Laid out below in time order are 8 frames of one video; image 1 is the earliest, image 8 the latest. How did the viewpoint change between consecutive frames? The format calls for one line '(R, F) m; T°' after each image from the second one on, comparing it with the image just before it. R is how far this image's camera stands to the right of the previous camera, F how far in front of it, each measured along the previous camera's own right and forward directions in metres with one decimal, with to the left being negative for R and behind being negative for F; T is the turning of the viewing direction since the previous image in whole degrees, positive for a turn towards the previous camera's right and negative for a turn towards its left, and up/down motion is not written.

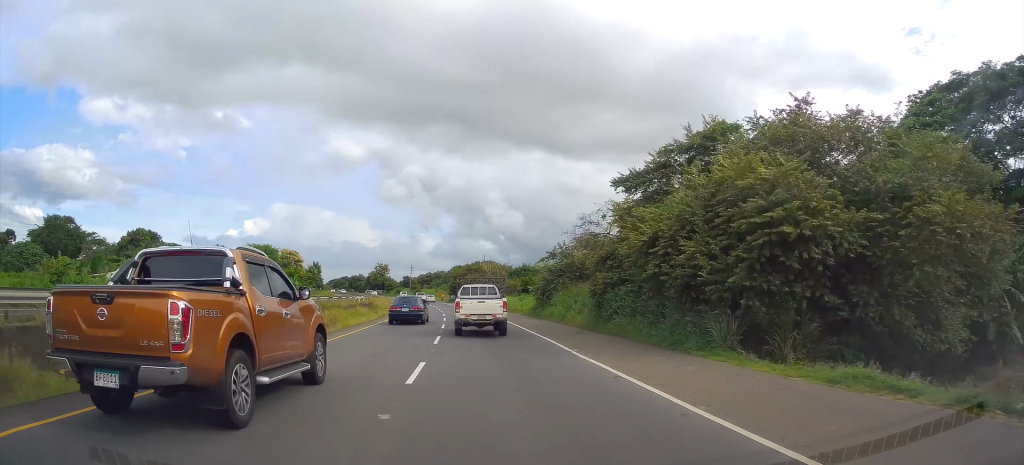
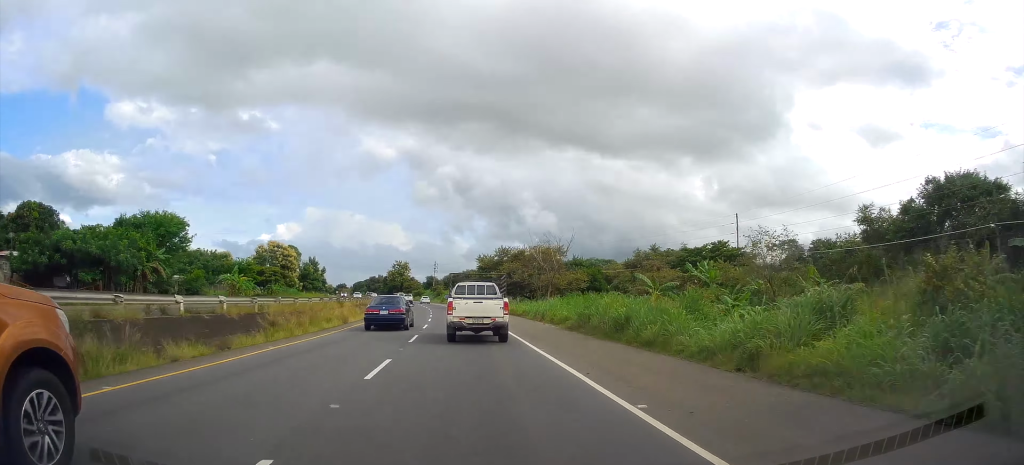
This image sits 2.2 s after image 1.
(-1.3, +40.9) m; -4°
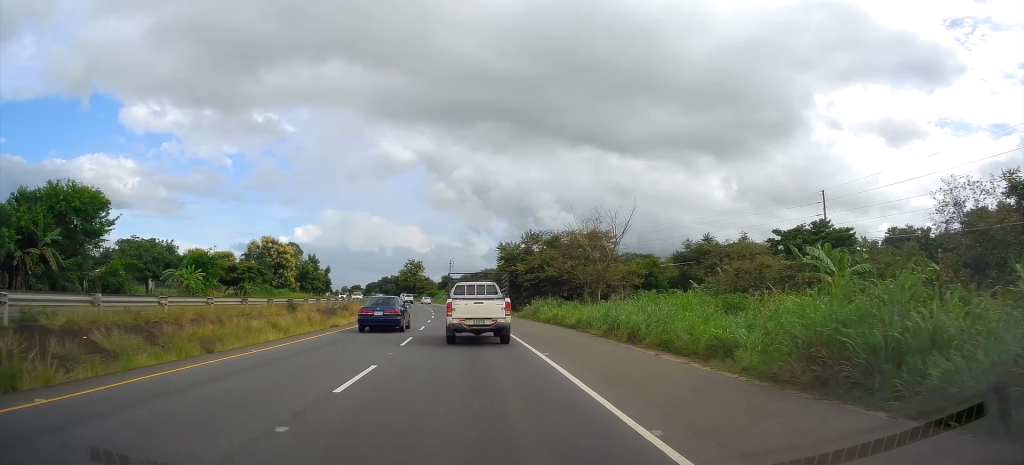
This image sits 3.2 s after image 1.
(+0.1, +18.5) m; -2°
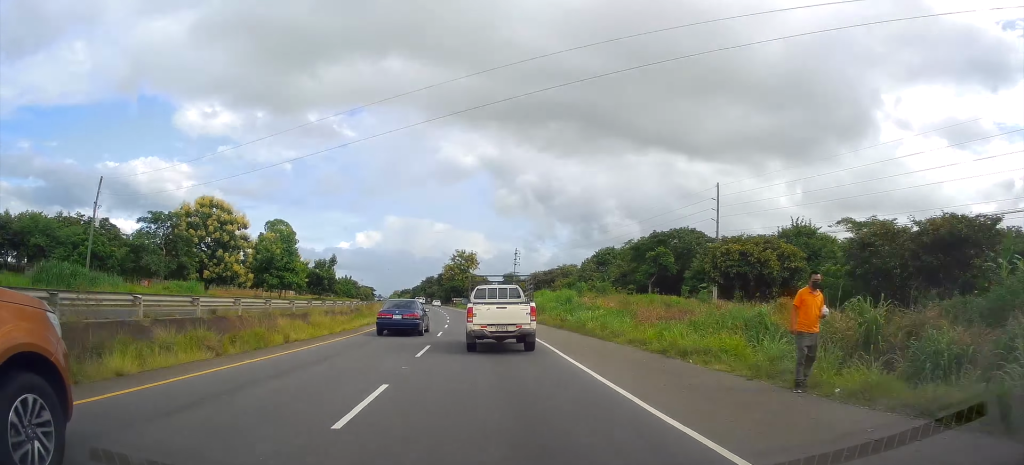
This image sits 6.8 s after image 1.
(-4.5, +61.9) m; -6°
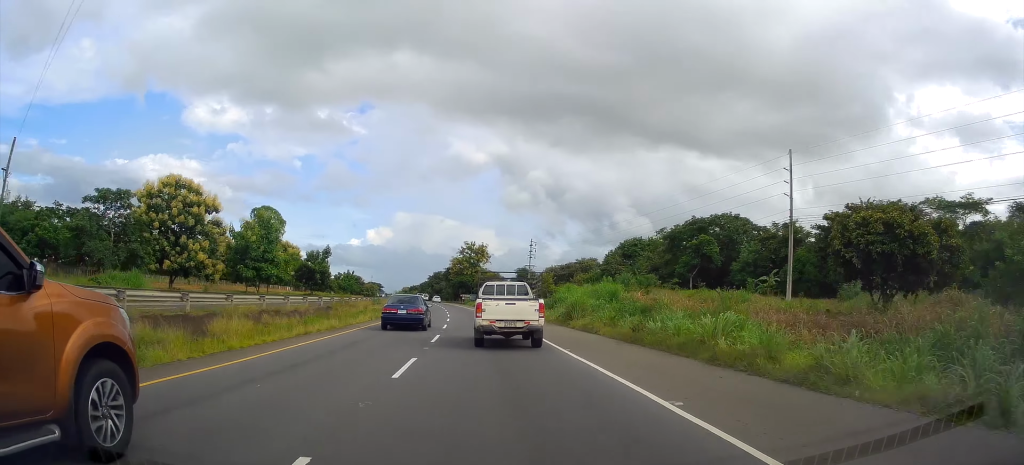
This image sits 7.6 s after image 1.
(-0.1, +13.8) m; -1°
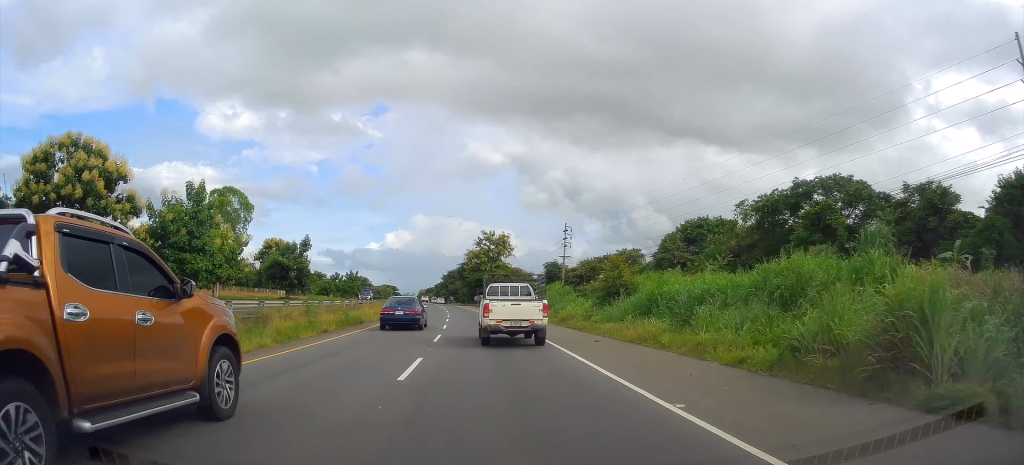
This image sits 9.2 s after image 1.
(-0.1, +25.5) m; -2°
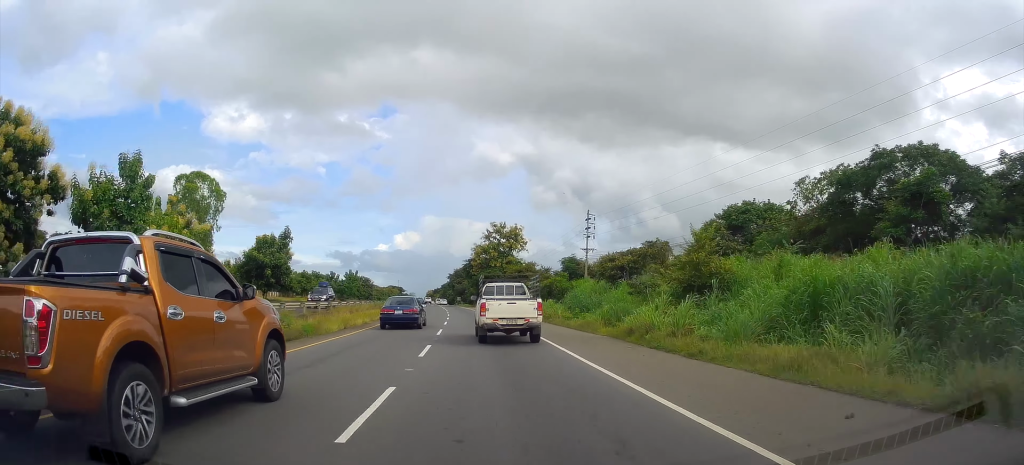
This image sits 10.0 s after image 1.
(-0.3, +13.2) m; -1°
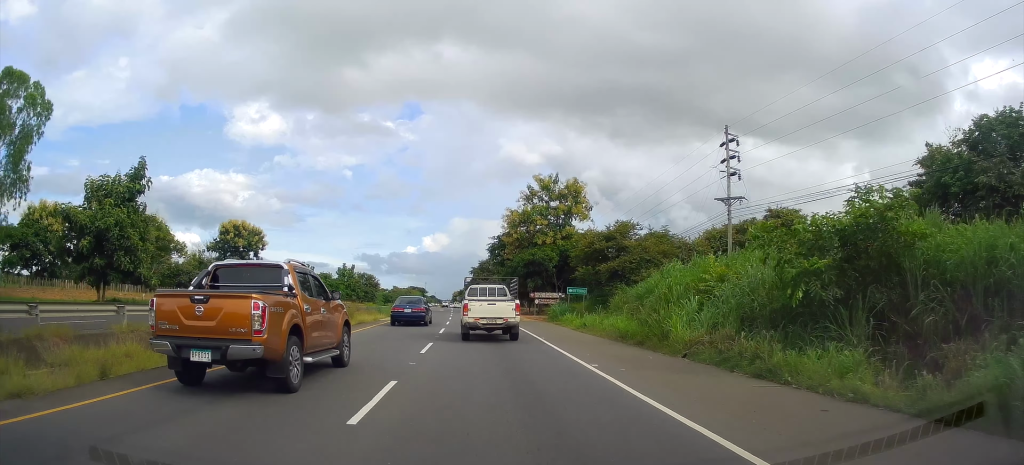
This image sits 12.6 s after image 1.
(-0.9, +40.6) m; -2°
